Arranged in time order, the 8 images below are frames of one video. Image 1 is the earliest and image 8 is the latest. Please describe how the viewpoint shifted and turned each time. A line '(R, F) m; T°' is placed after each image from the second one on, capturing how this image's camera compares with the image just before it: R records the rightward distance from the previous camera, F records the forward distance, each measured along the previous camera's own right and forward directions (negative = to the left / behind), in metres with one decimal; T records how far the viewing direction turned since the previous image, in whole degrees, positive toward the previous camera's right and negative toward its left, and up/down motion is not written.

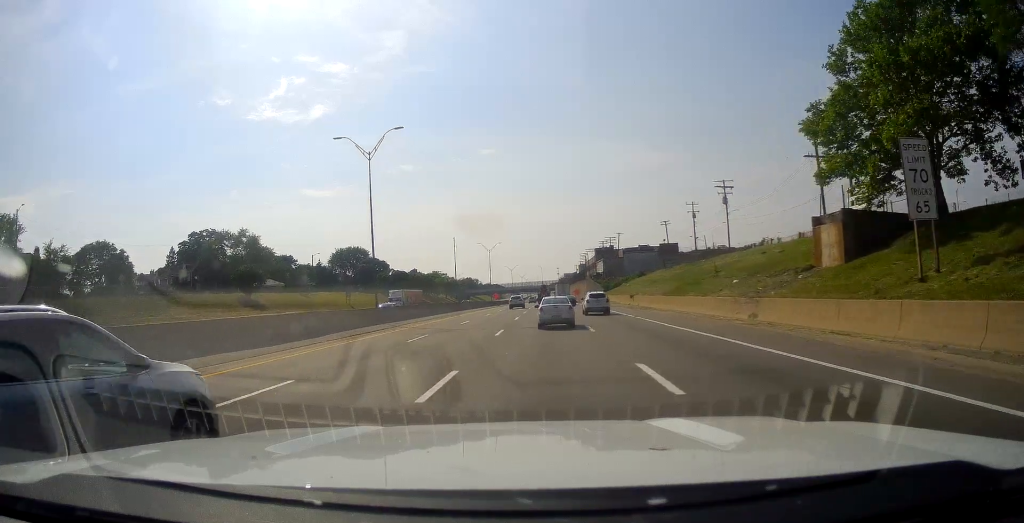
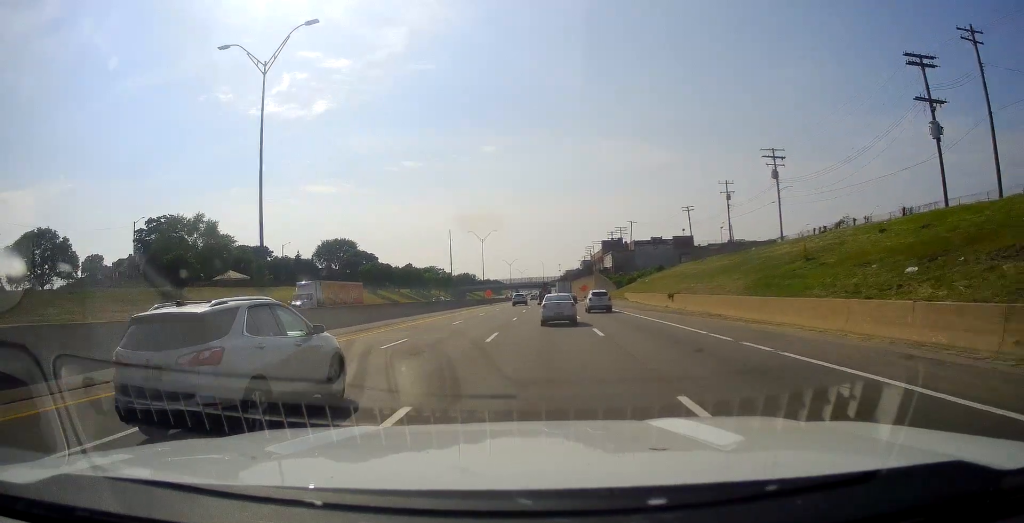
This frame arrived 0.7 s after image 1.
(-0.7, +19.5) m; 0°
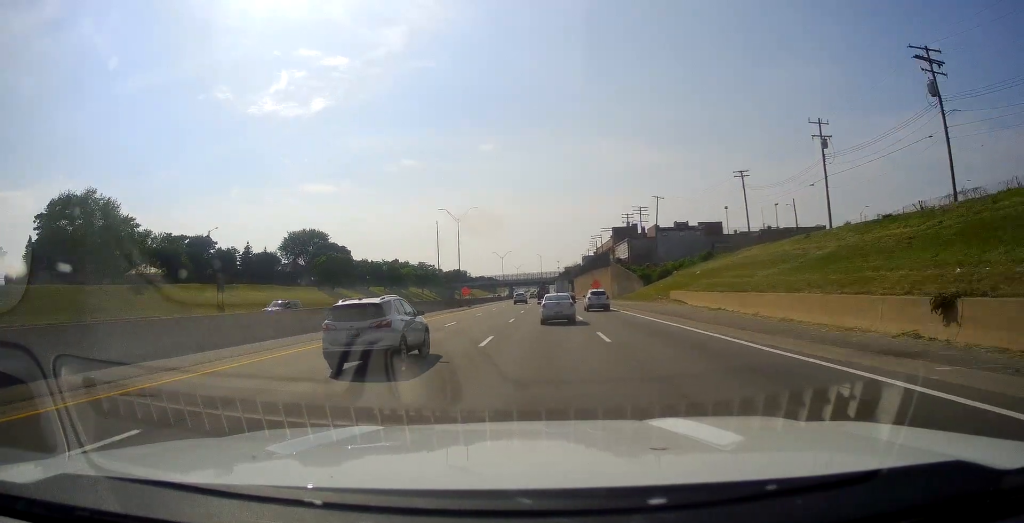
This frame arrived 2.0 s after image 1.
(+1.0, +32.6) m; +1°
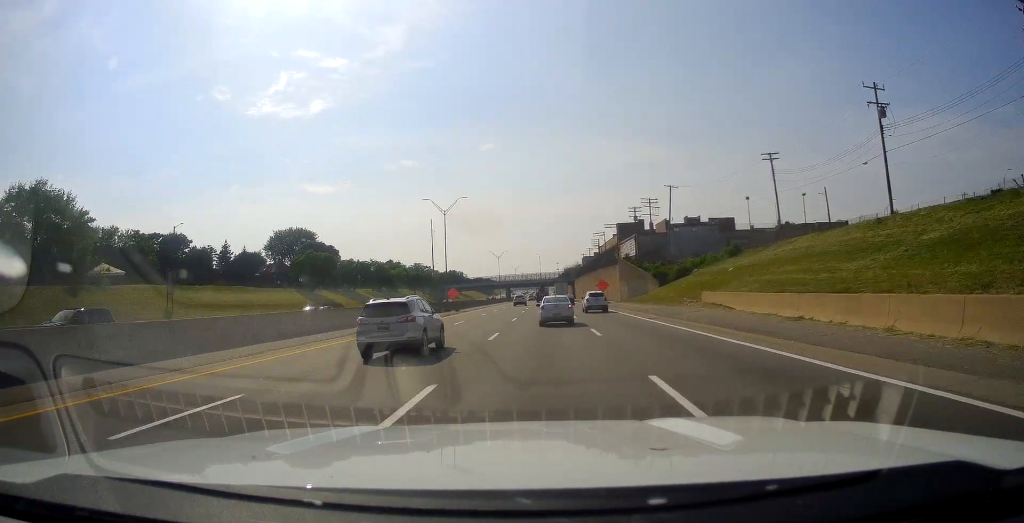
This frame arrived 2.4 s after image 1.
(-0.3, +11.5) m; 0°
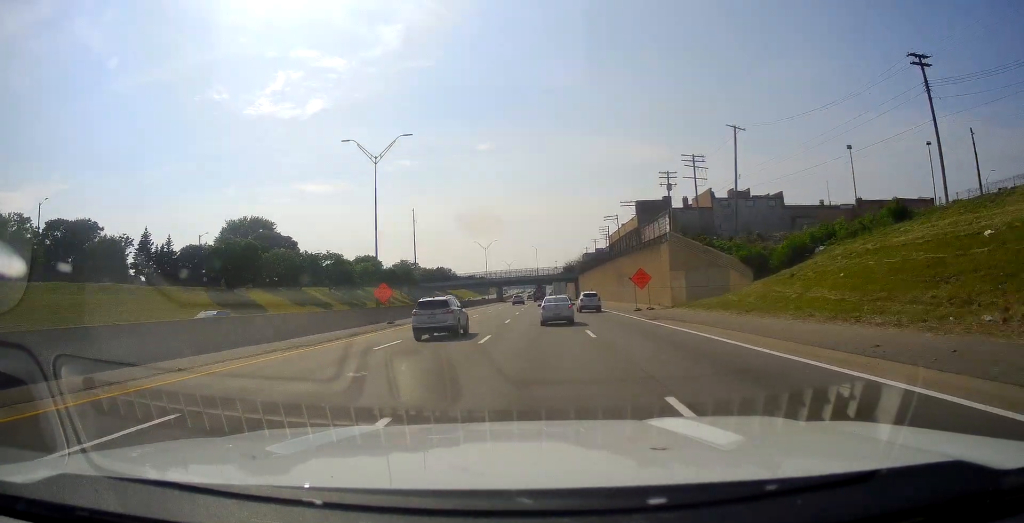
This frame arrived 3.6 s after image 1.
(0.0, +32.8) m; +1°
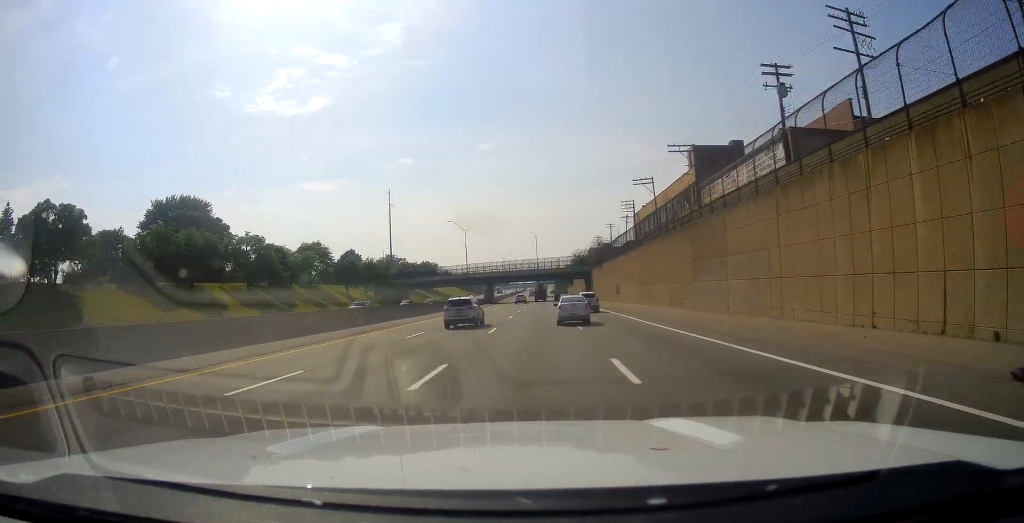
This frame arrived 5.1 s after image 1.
(-0.2, +39.5) m; -1°
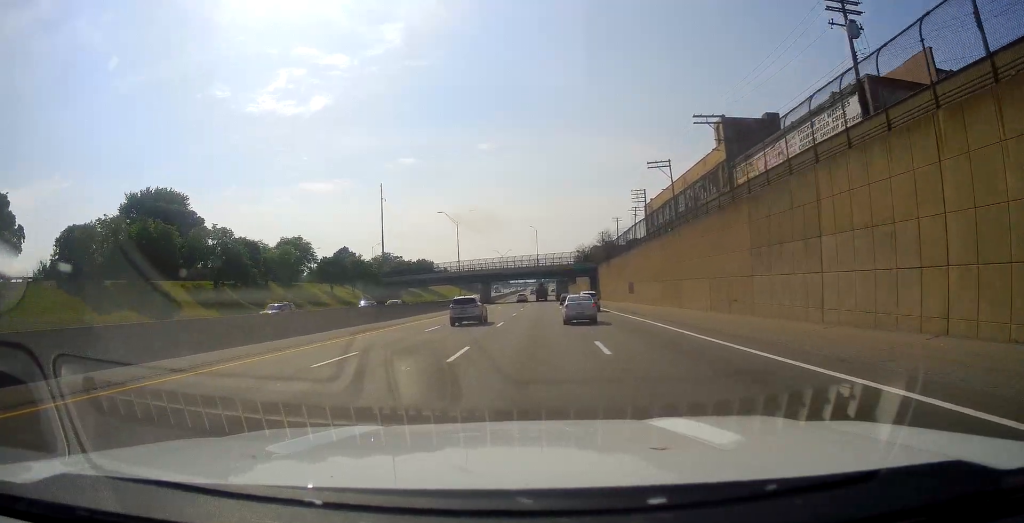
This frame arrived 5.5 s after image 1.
(-0.2, +11.0) m; 0°
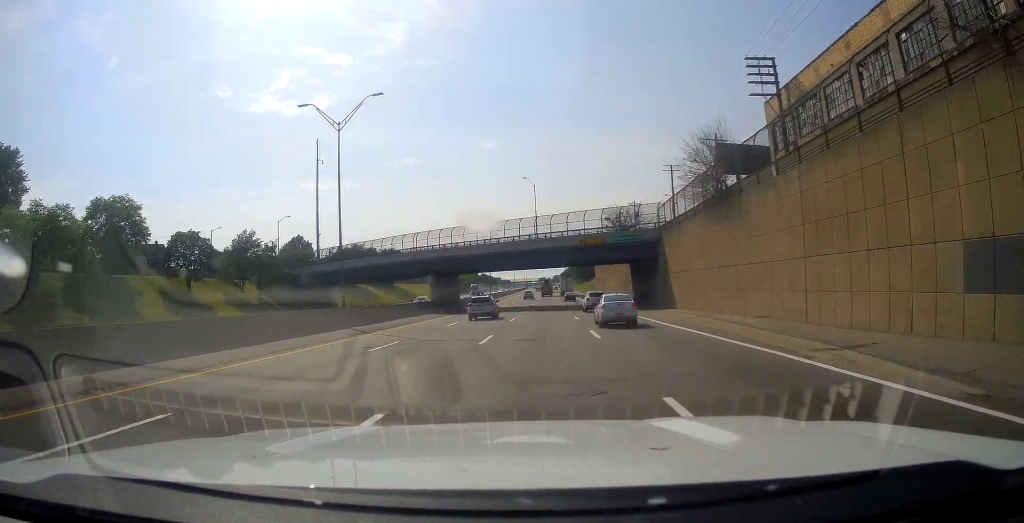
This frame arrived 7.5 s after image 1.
(+0.6, +55.9) m; +2°
